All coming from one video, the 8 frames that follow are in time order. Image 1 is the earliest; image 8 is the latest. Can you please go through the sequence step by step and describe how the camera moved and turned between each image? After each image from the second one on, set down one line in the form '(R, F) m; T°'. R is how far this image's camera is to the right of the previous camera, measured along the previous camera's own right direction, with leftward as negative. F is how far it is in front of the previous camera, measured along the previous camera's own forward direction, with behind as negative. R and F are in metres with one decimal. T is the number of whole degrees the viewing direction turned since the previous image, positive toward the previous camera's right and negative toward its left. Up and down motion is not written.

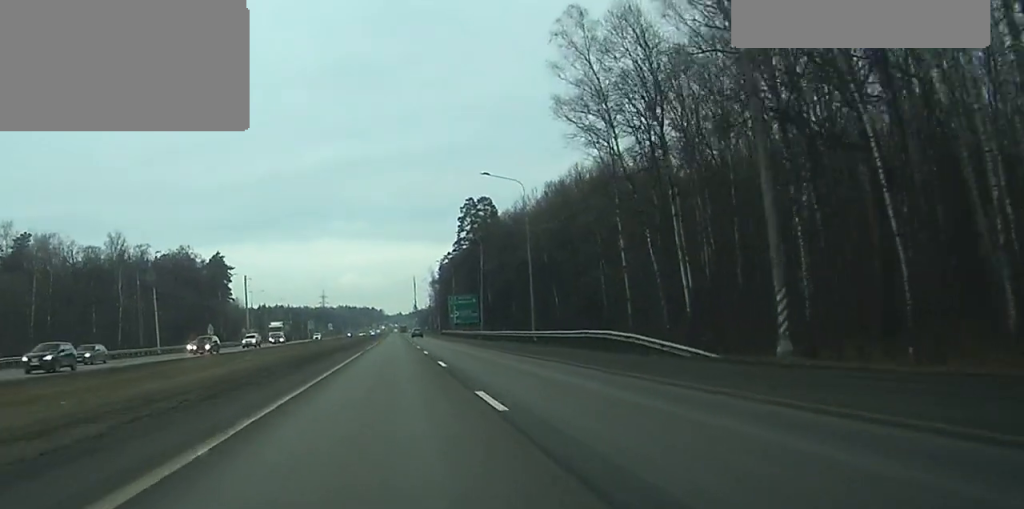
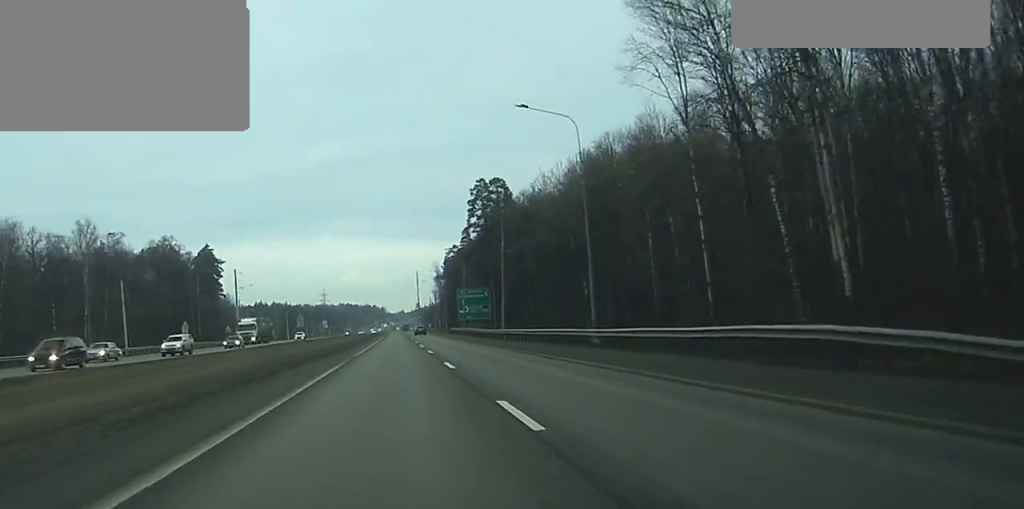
(0.0, +19.1) m; 0°
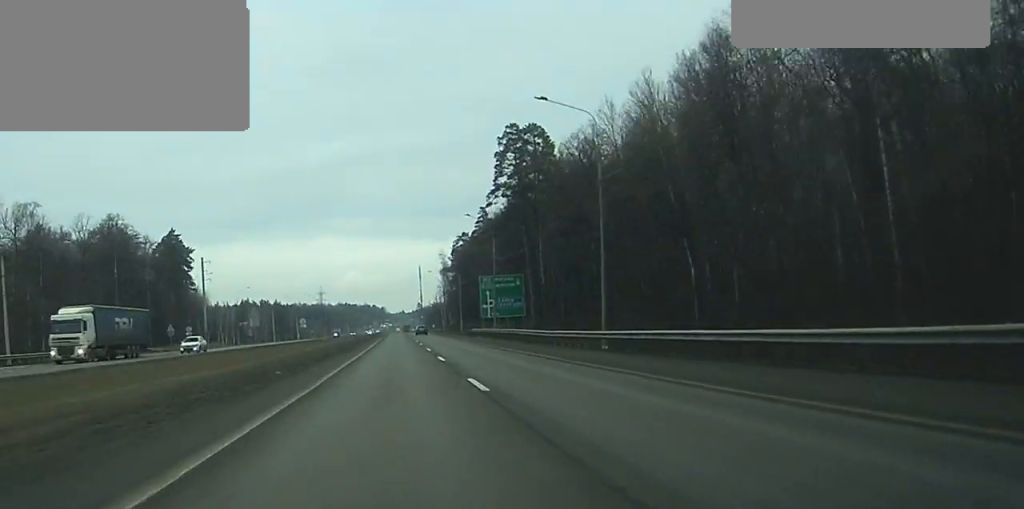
(-0.1, +40.9) m; 0°
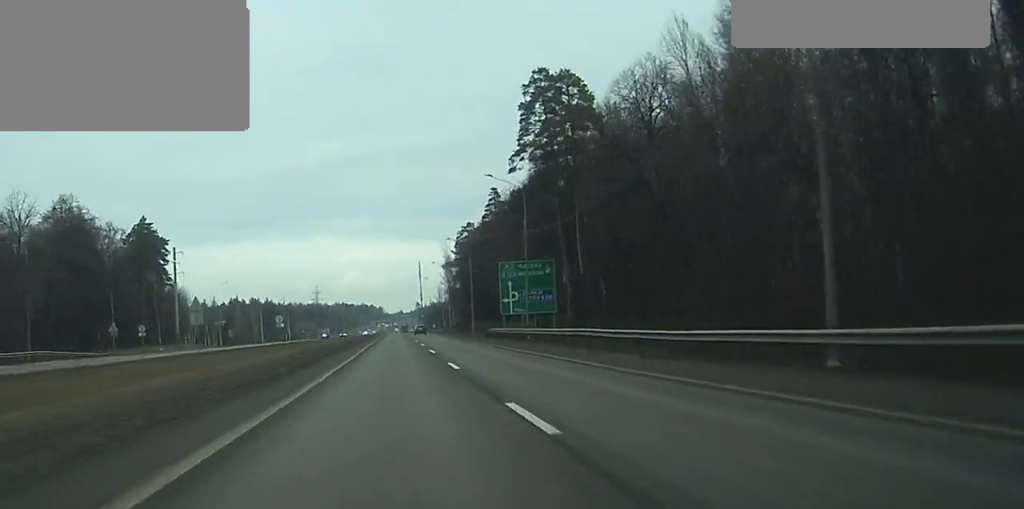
(0.0, +23.6) m; 0°
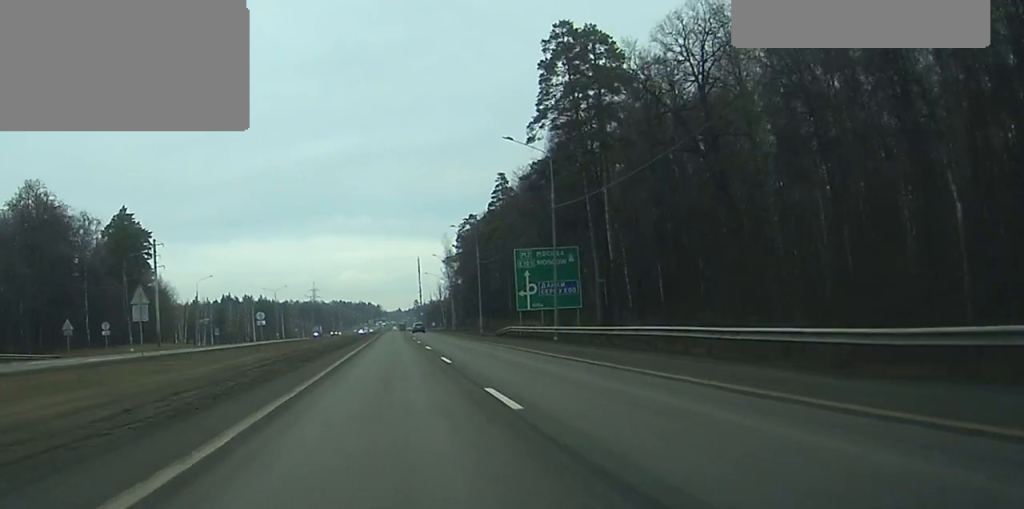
(0.0, +13.1) m; 0°
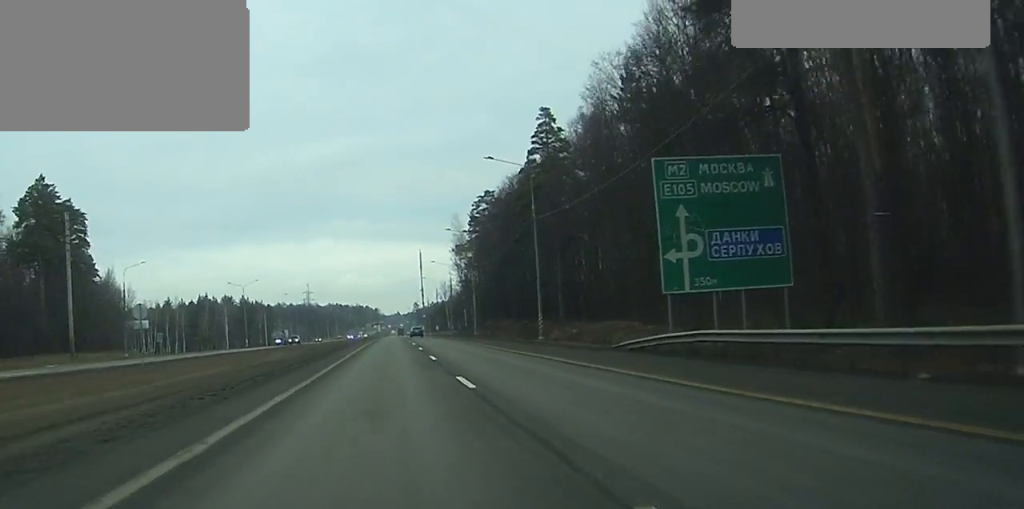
(+0.3, +42.8) m; 0°
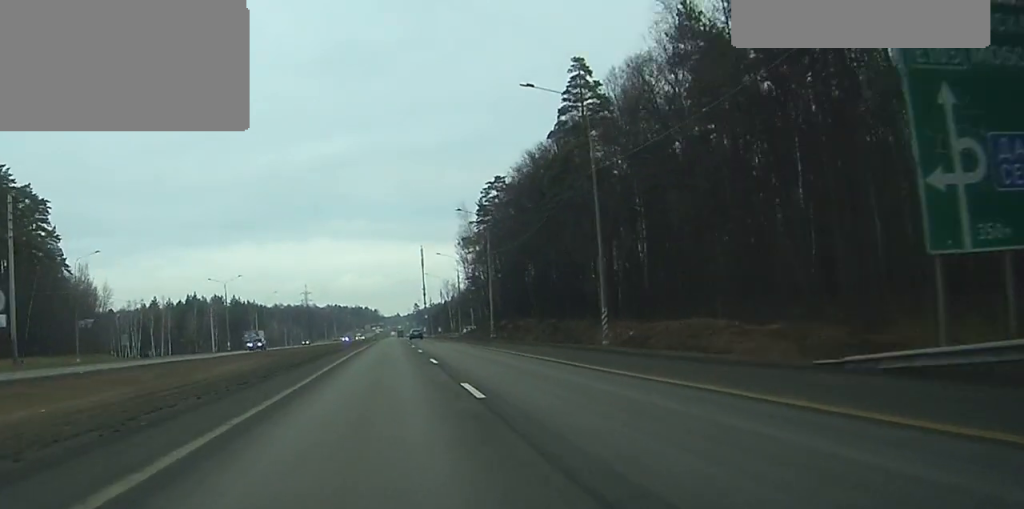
(0.0, +18.4) m; 0°
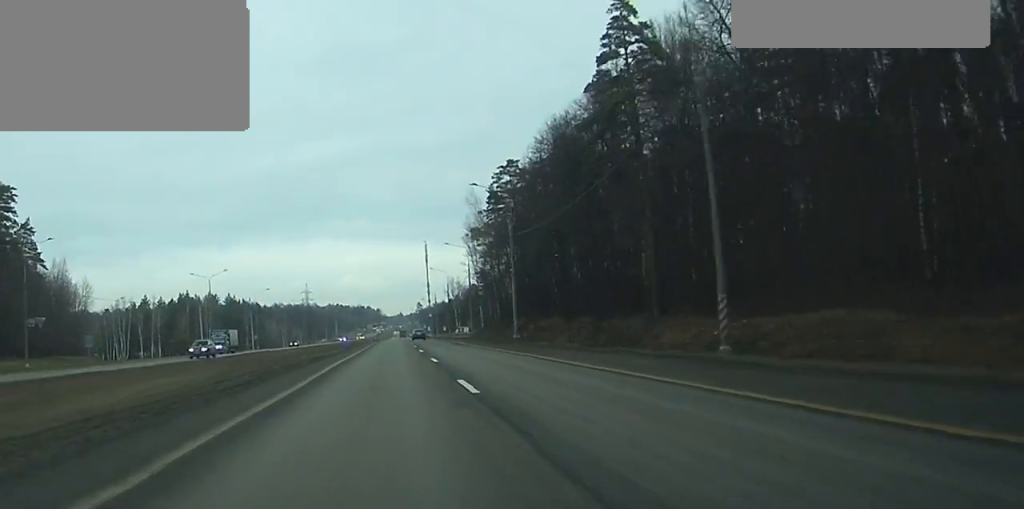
(0.0, +14.9) m; 0°
